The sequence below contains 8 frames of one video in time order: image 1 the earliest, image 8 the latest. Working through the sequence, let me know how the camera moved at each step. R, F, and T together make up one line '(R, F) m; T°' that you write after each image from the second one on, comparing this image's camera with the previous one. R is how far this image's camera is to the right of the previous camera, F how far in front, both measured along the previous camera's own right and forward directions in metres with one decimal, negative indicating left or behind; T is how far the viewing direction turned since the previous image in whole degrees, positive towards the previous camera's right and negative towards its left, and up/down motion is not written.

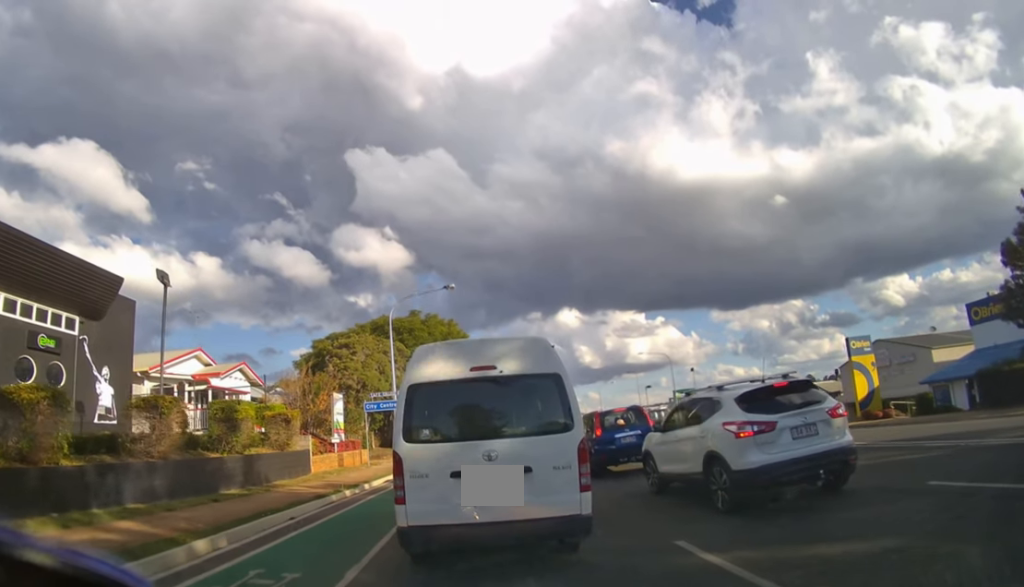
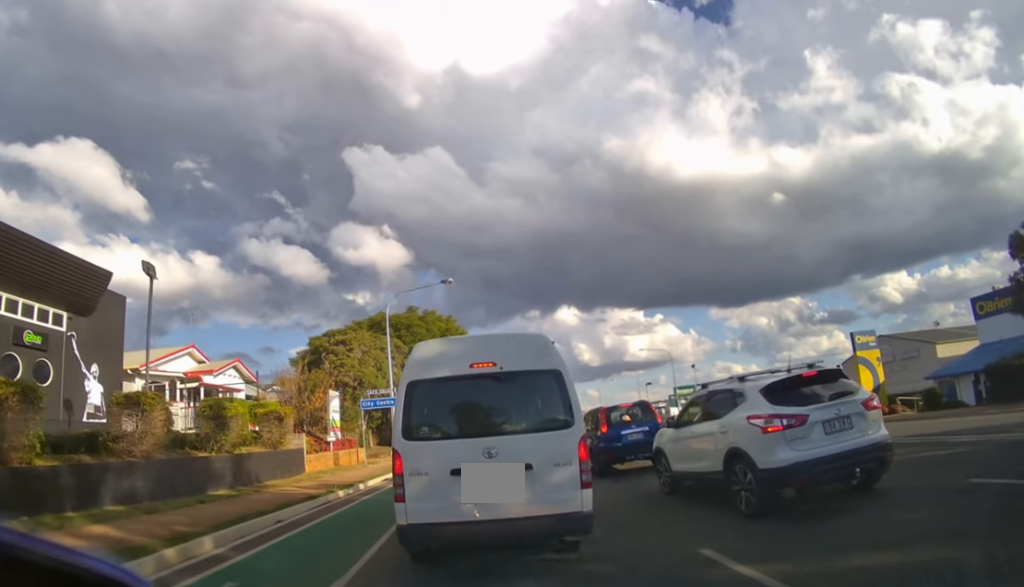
(0.0, +0.5) m; +2°
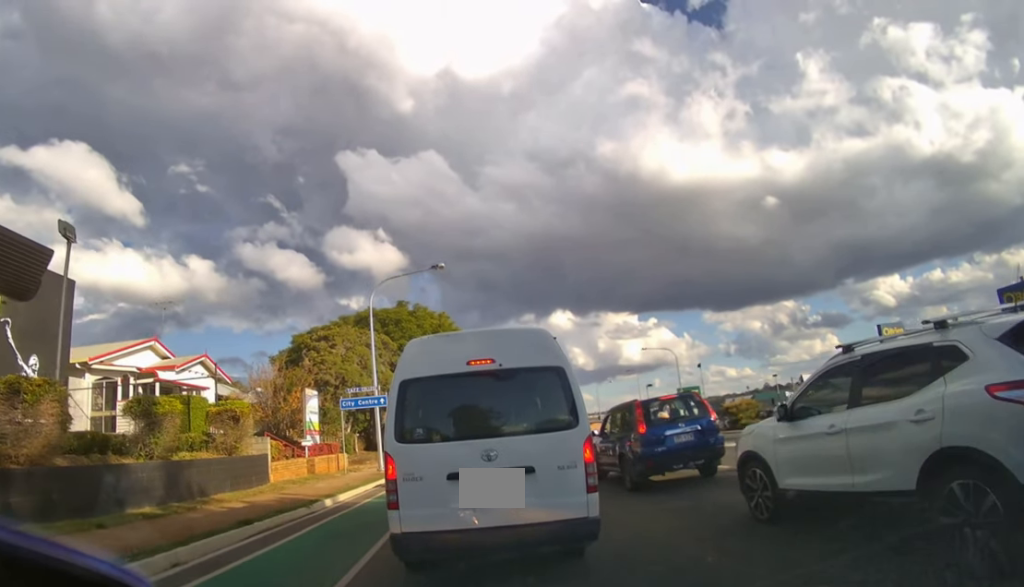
(0.0, +3.0) m; 0°
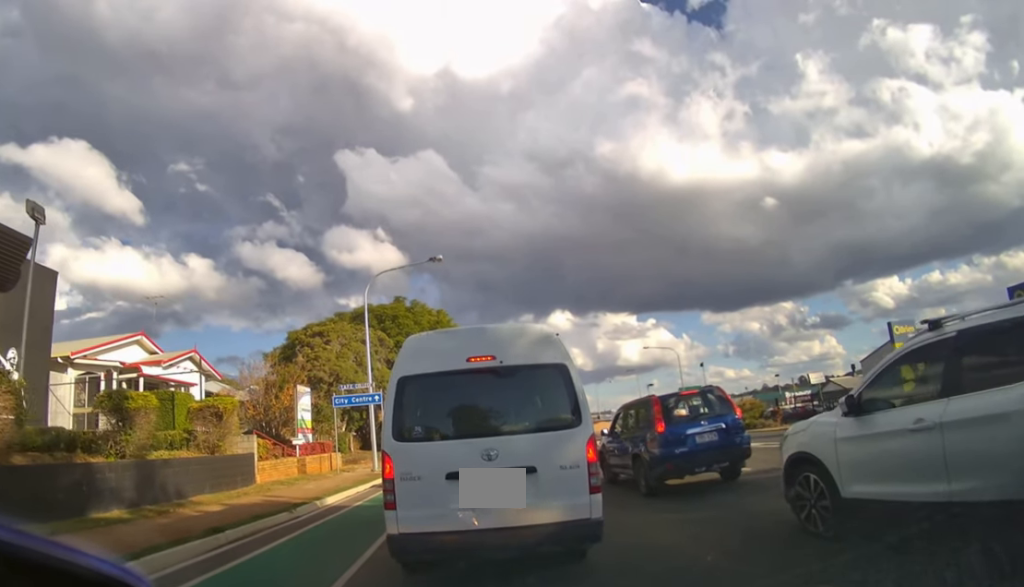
(-0.1, +0.9) m; 0°
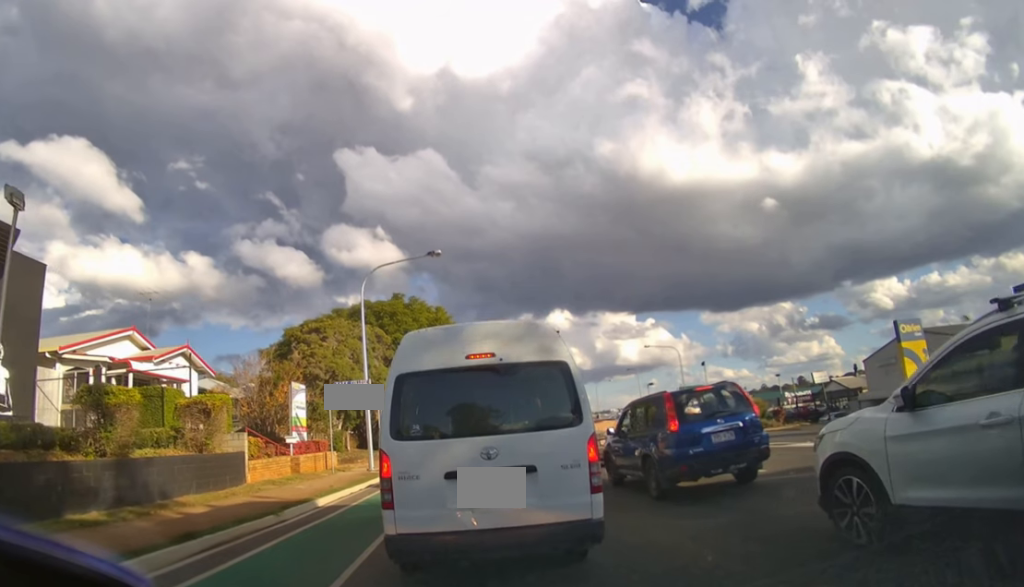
(0.0, +0.5) m; 0°
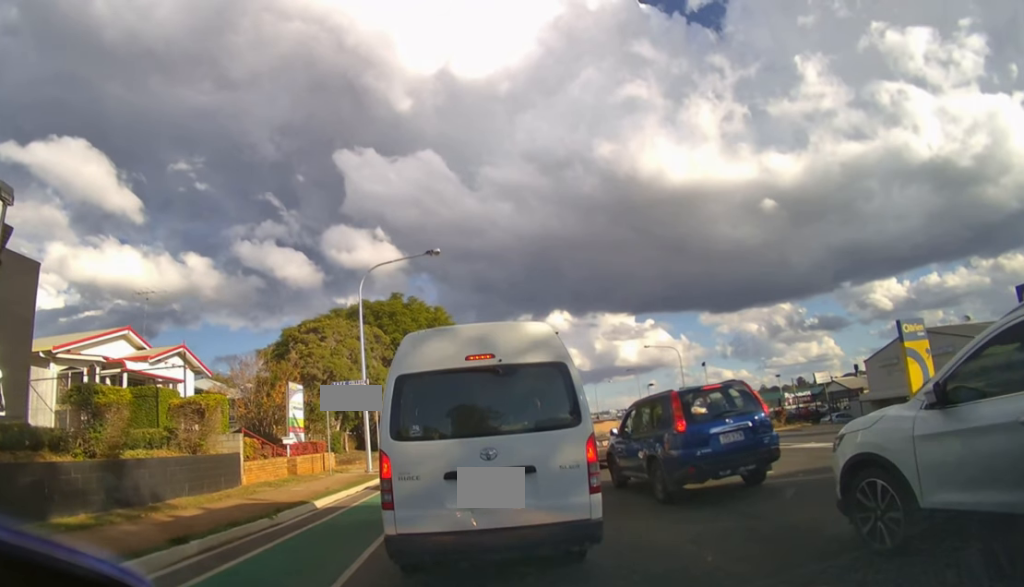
(0.0, +0.3) m; 0°
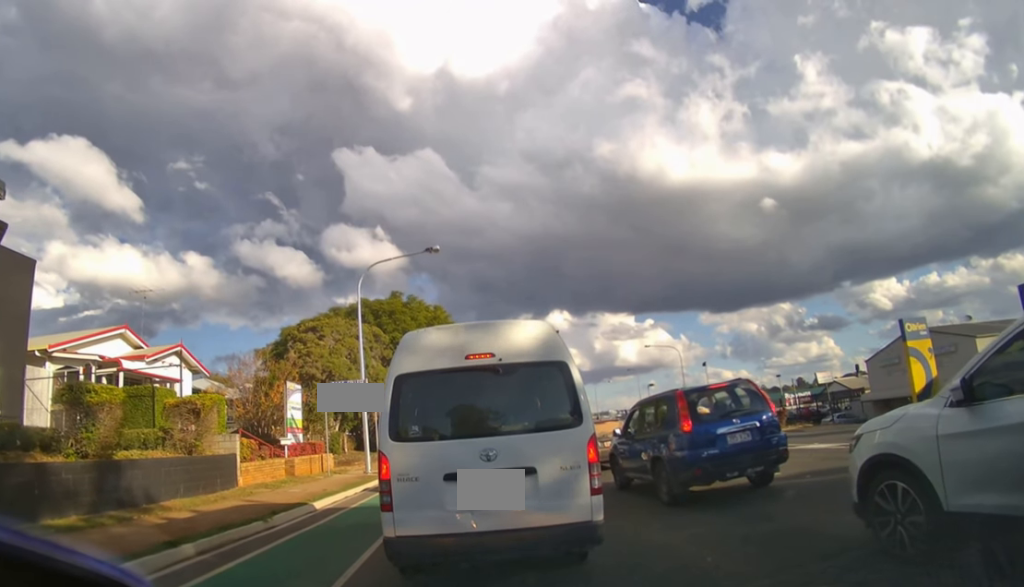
(0.0, +0.2) m; 0°
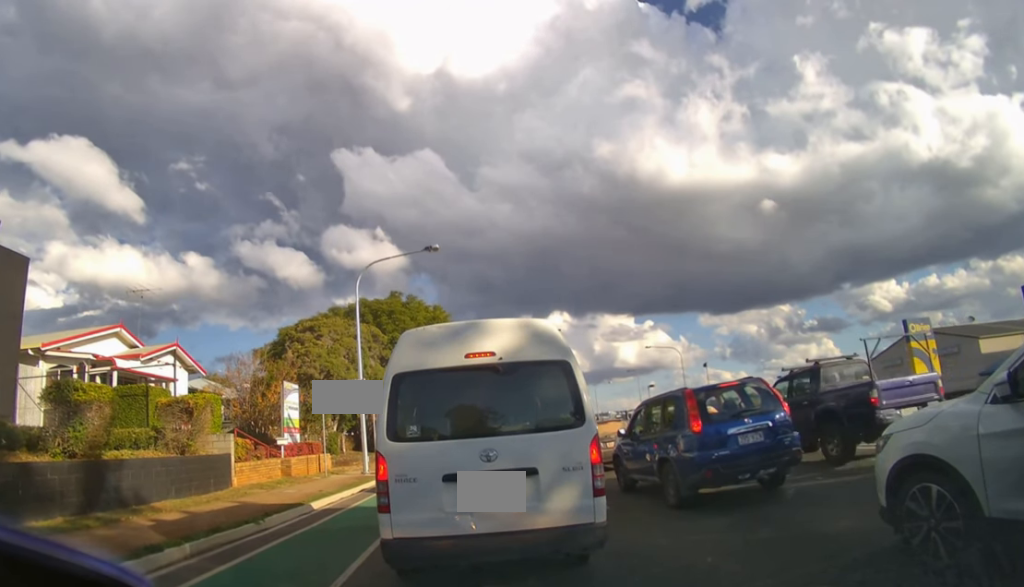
(0.0, +0.3) m; 0°
